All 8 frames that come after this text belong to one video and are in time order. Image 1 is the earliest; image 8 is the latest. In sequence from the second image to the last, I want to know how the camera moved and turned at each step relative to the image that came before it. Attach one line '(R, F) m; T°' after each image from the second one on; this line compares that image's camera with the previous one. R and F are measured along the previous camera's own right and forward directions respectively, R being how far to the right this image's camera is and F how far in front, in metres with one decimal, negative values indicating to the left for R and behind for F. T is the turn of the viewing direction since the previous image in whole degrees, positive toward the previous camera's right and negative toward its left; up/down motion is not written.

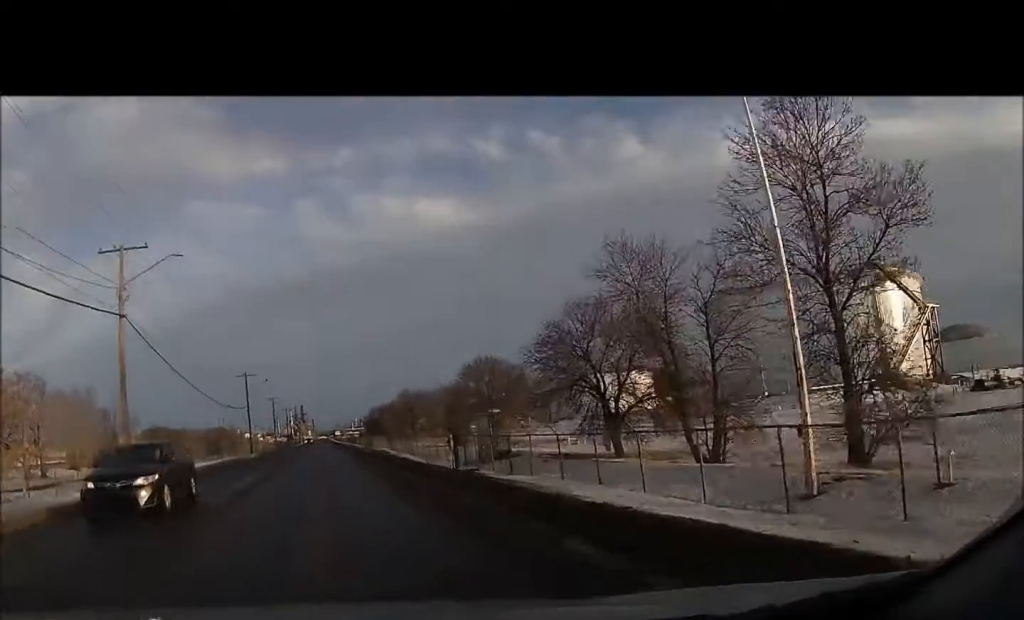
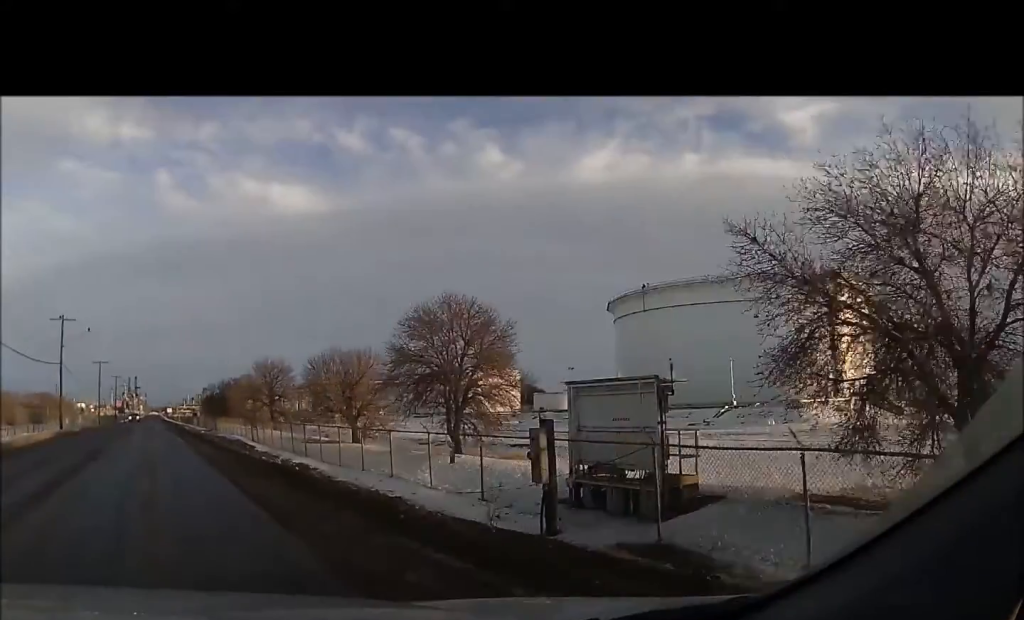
(0.0, +25.5) m; 0°
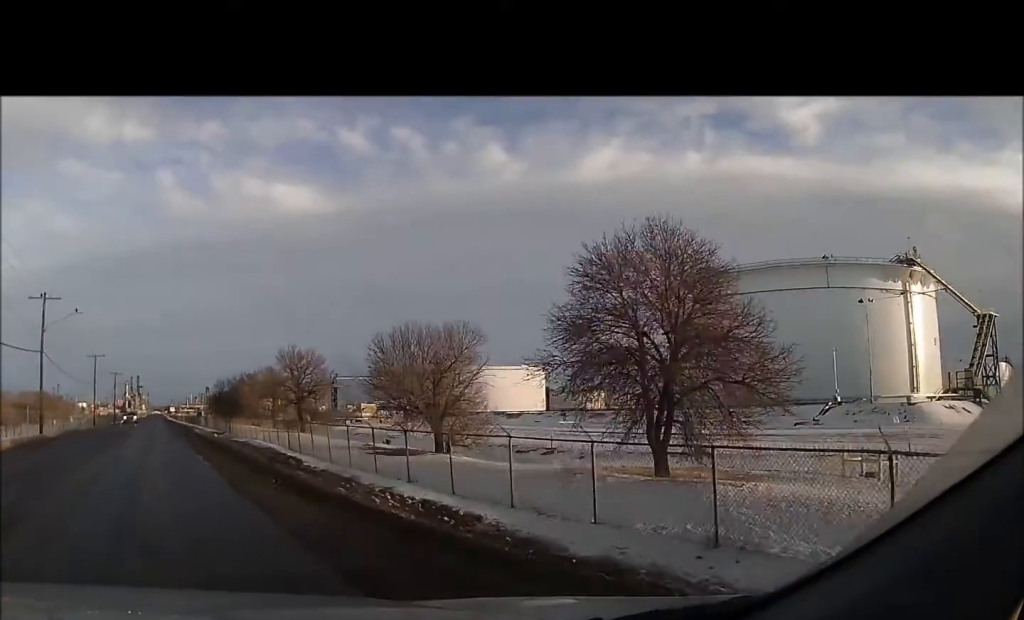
(0.0, +13.0) m; +1°
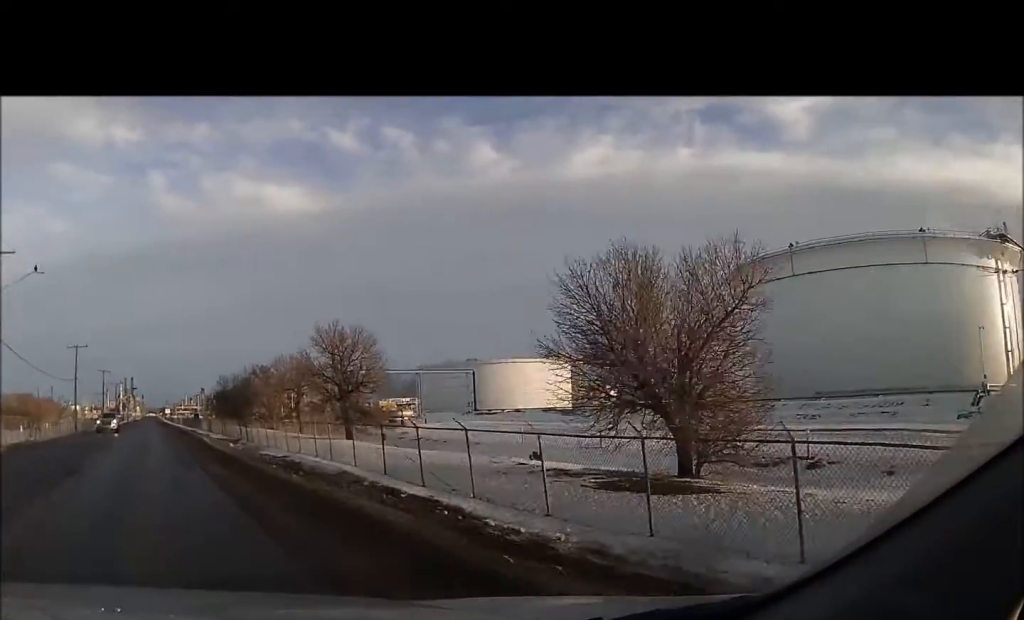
(+0.4, +16.4) m; +1°
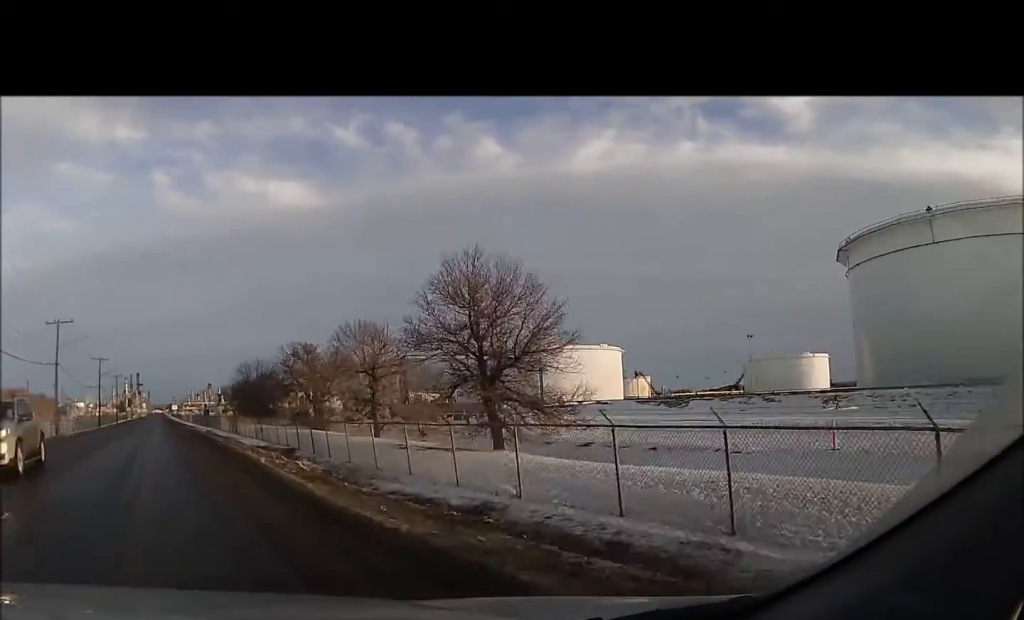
(-0.5, +20.2) m; -2°
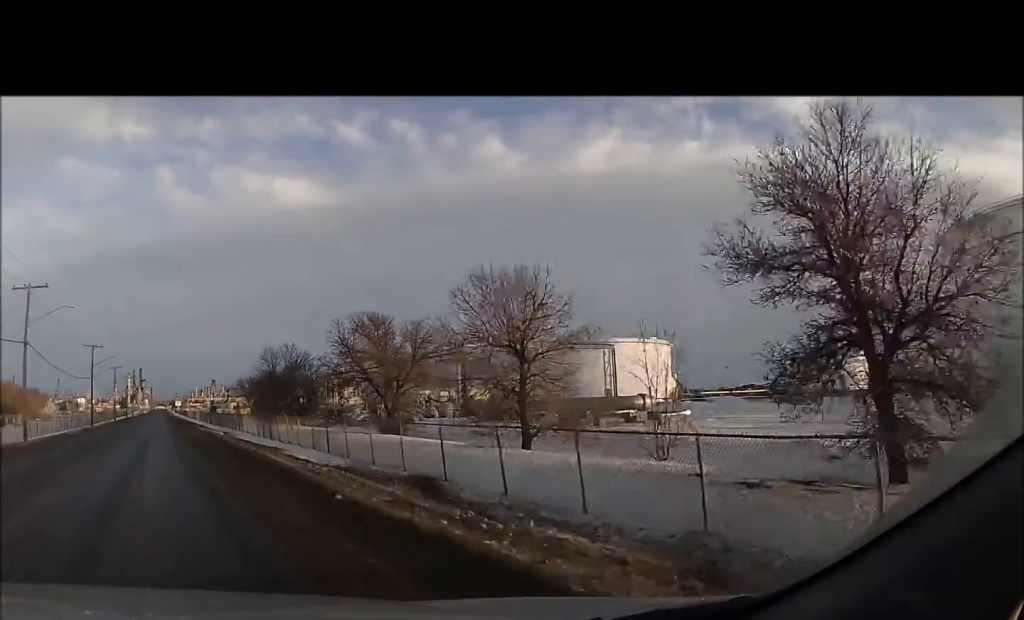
(0.0, +17.5) m; 0°
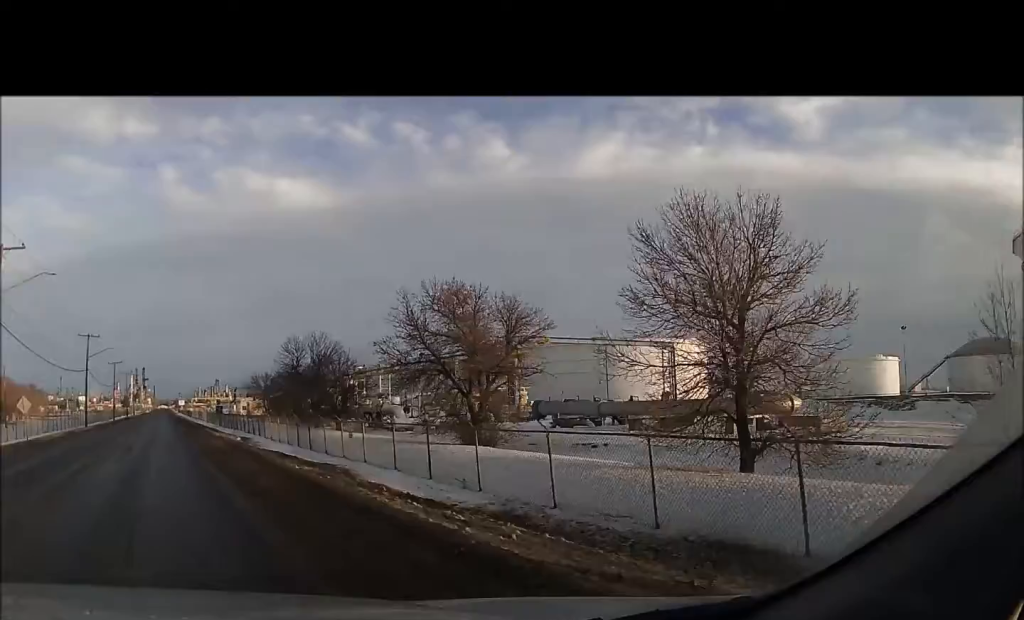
(0.0, +12.2) m; 0°
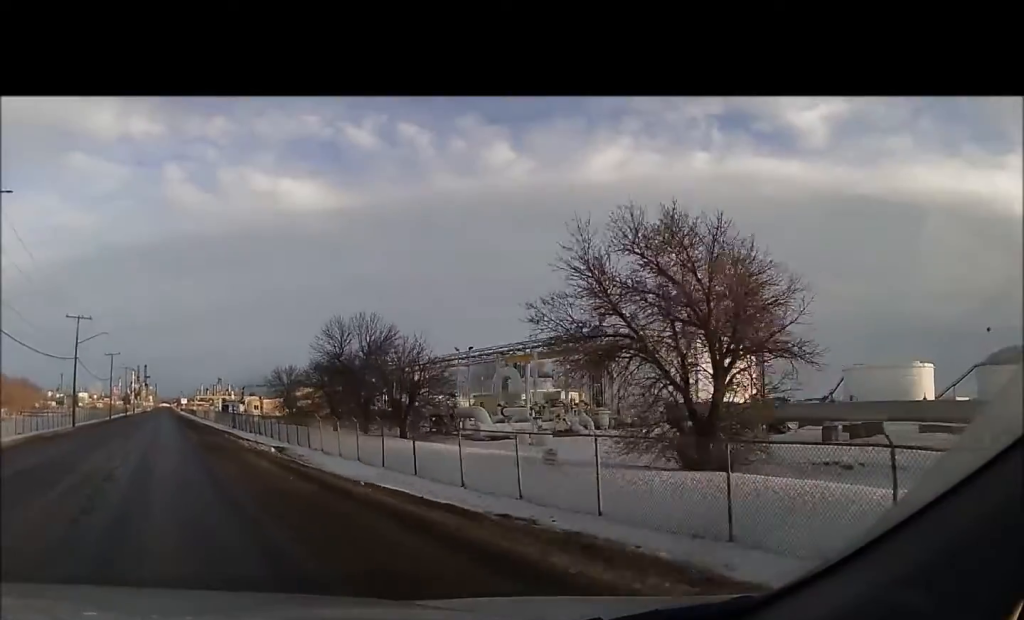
(0.0, +12.8) m; 0°
